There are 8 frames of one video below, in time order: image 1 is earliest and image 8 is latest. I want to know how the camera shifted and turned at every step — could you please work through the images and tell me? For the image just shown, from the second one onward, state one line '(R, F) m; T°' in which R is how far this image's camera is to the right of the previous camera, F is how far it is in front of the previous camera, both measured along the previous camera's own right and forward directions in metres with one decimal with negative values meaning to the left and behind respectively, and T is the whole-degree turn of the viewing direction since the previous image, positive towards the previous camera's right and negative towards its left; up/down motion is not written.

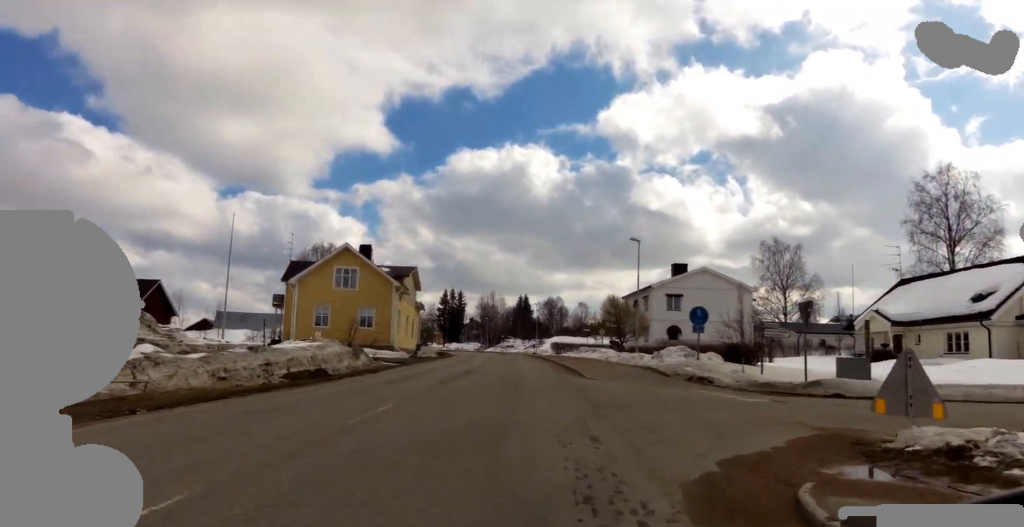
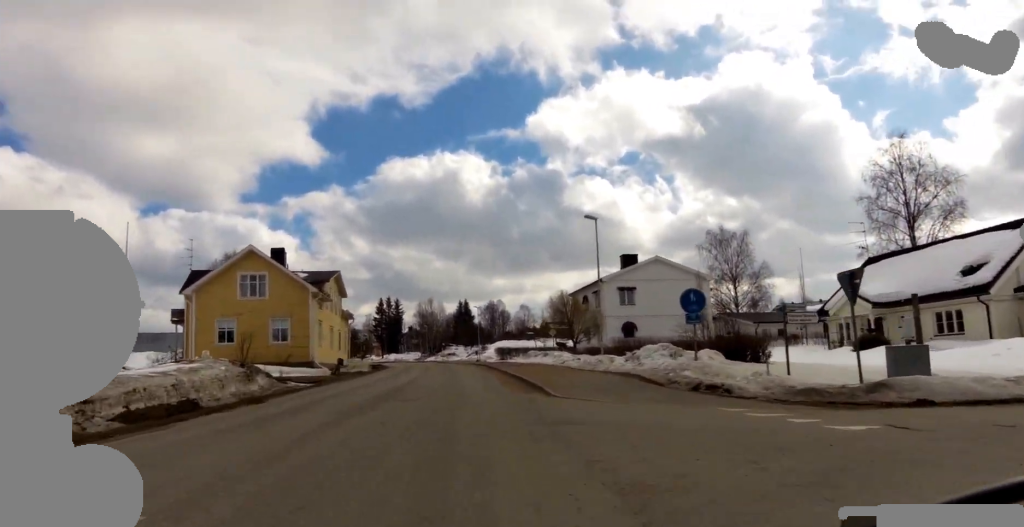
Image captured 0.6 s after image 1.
(0.0, +5.5) m; +1°
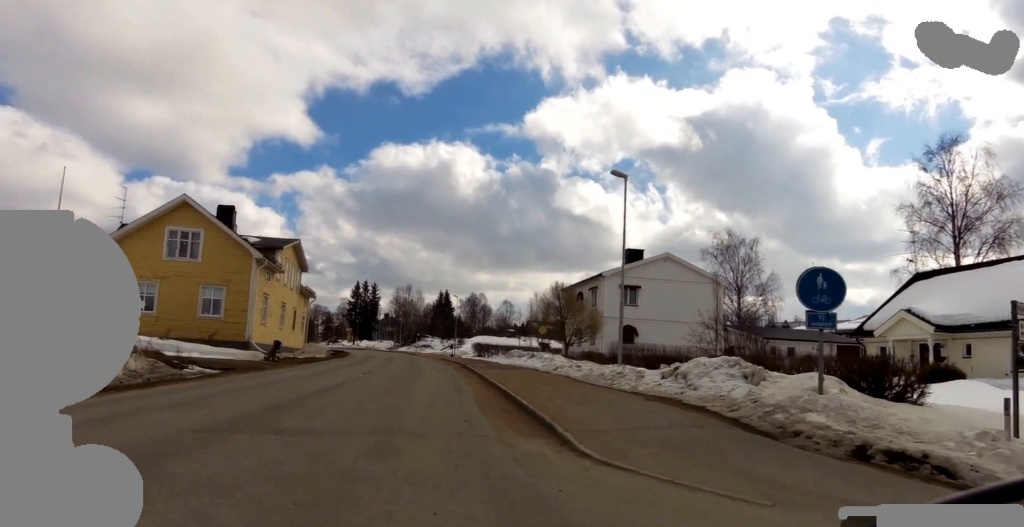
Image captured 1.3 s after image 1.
(+0.2, +6.7) m; +1°
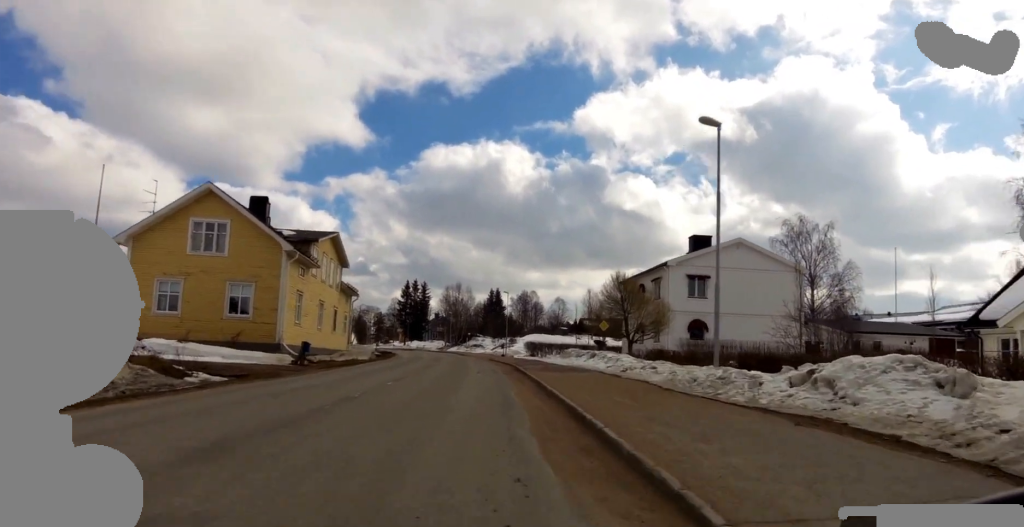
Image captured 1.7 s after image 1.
(+0.2, +3.7) m; 0°
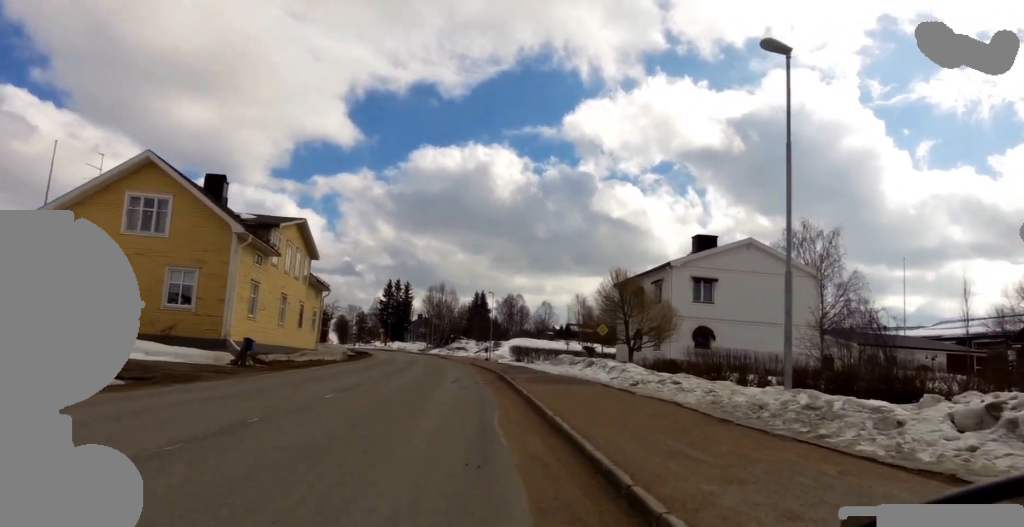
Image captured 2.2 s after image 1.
(-0.1, +4.0) m; -1°
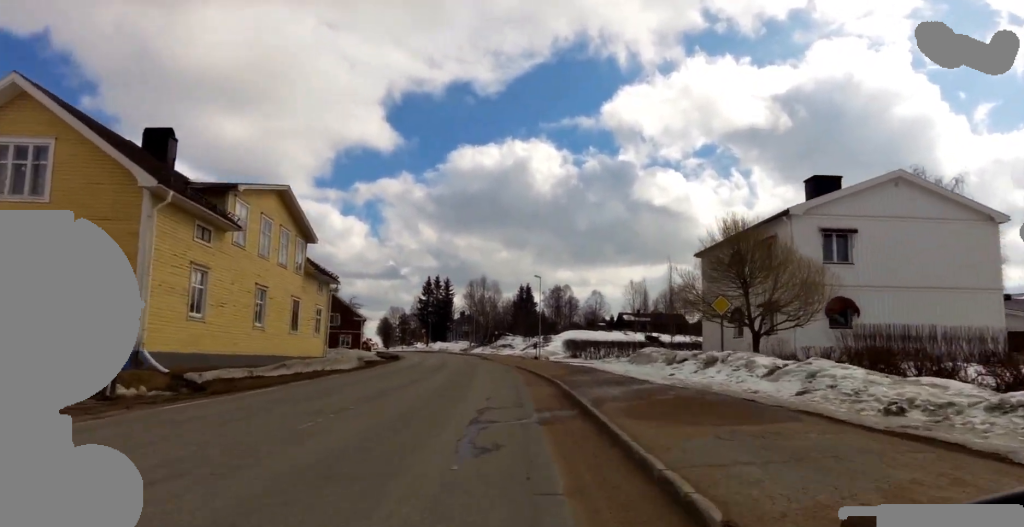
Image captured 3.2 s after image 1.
(-0.3, +9.6) m; -2°
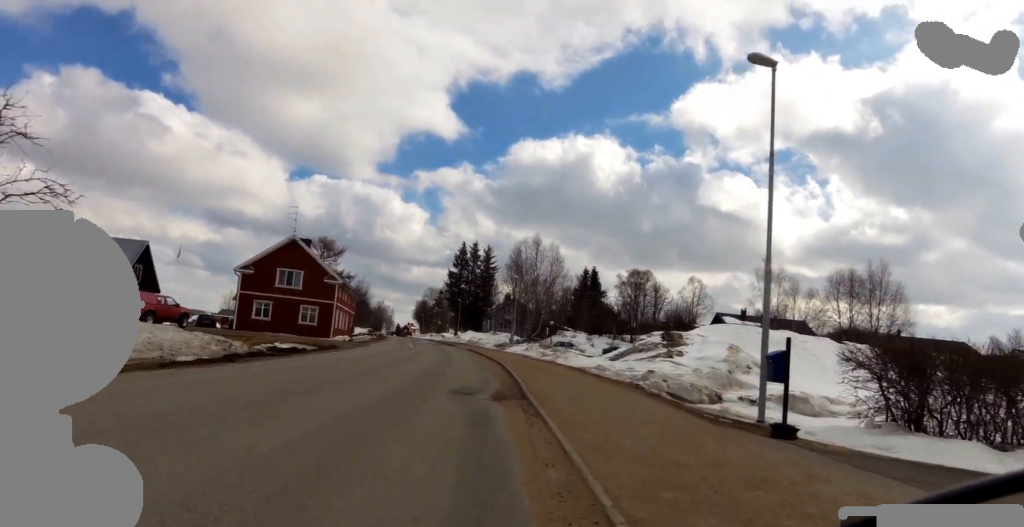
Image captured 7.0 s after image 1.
(-0.7, +35.9) m; -10°
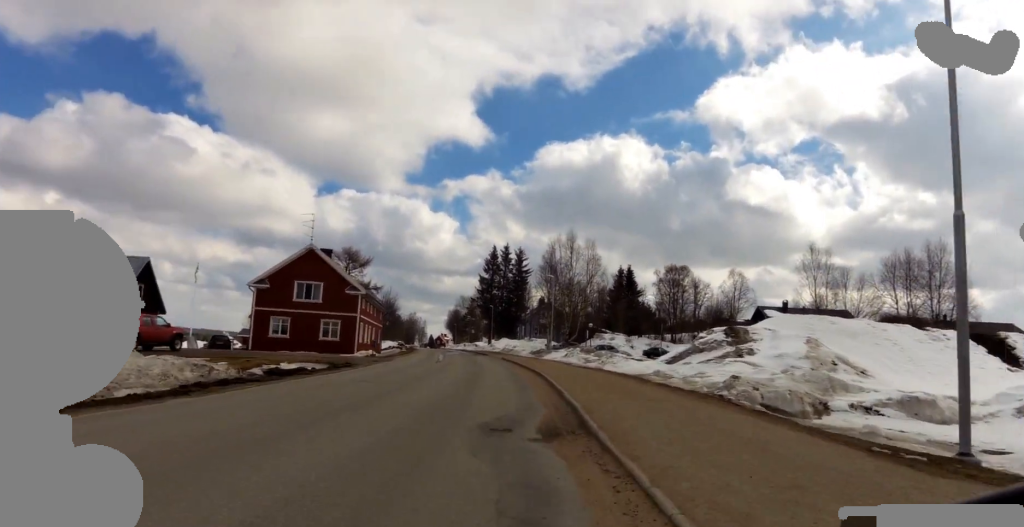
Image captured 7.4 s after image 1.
(-0.6, +3.6) m; 0°
